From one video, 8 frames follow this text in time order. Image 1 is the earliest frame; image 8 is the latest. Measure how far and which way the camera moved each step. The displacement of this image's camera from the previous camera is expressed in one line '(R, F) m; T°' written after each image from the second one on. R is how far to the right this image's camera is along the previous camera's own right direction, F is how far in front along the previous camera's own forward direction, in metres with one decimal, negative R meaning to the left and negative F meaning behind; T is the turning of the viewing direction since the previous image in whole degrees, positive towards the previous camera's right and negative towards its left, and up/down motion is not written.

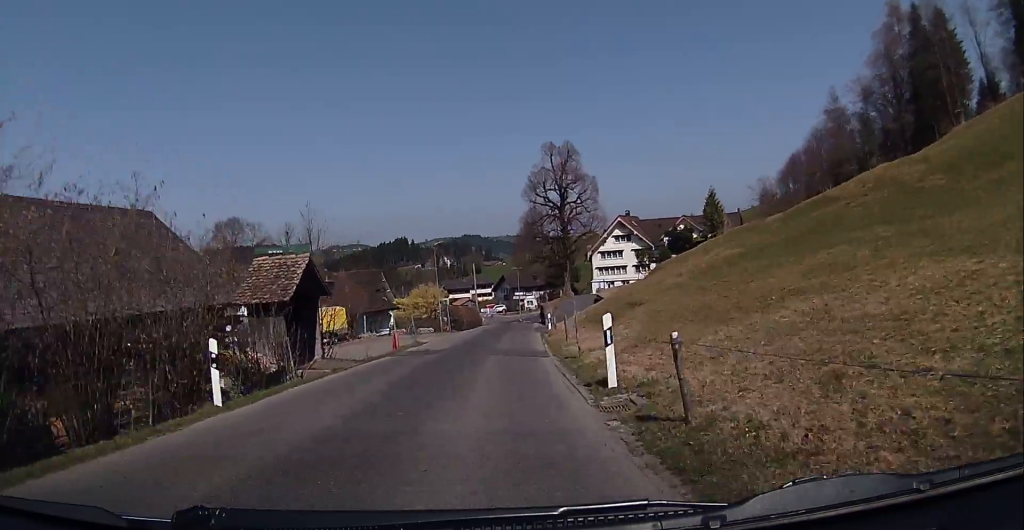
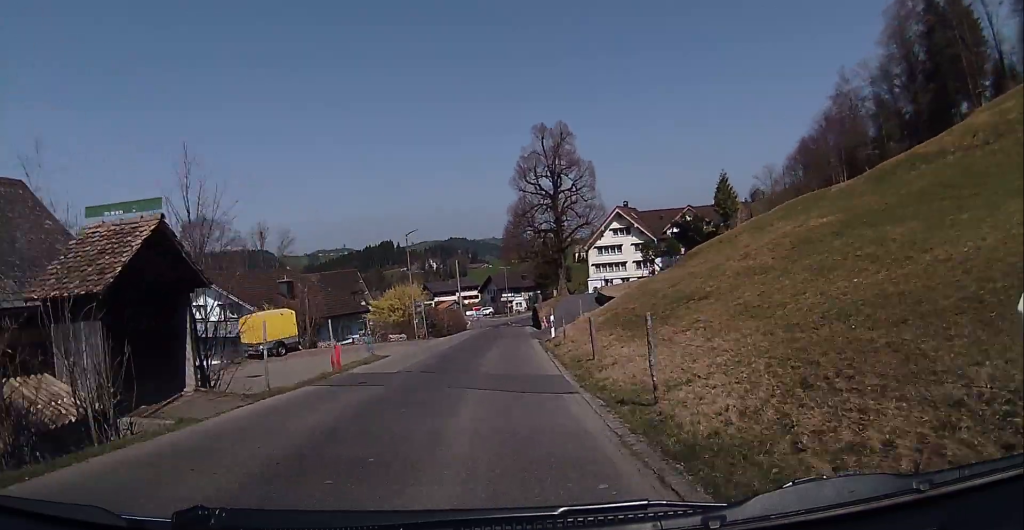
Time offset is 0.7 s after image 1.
(+0.1, +9.4) m; 0°
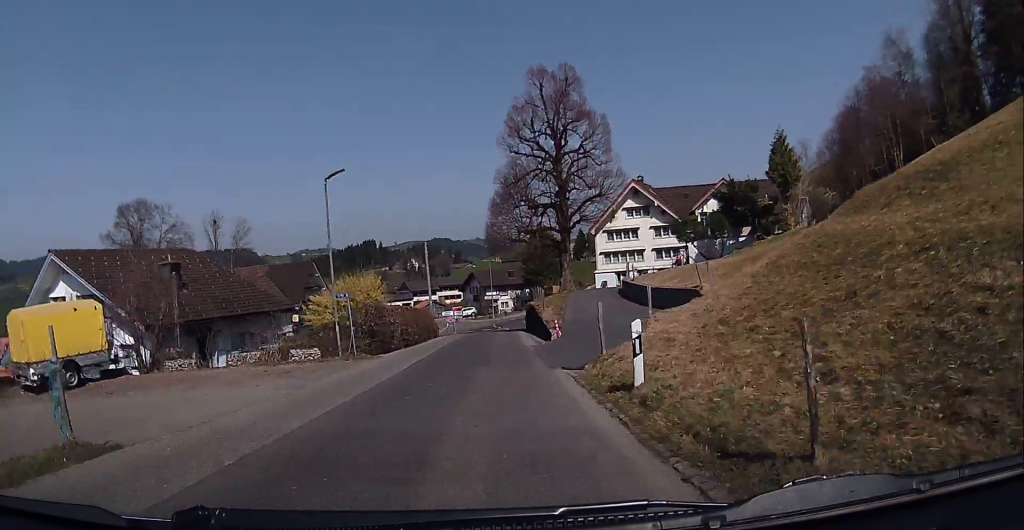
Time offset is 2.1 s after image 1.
(+0.2, +19.0) m; +3°
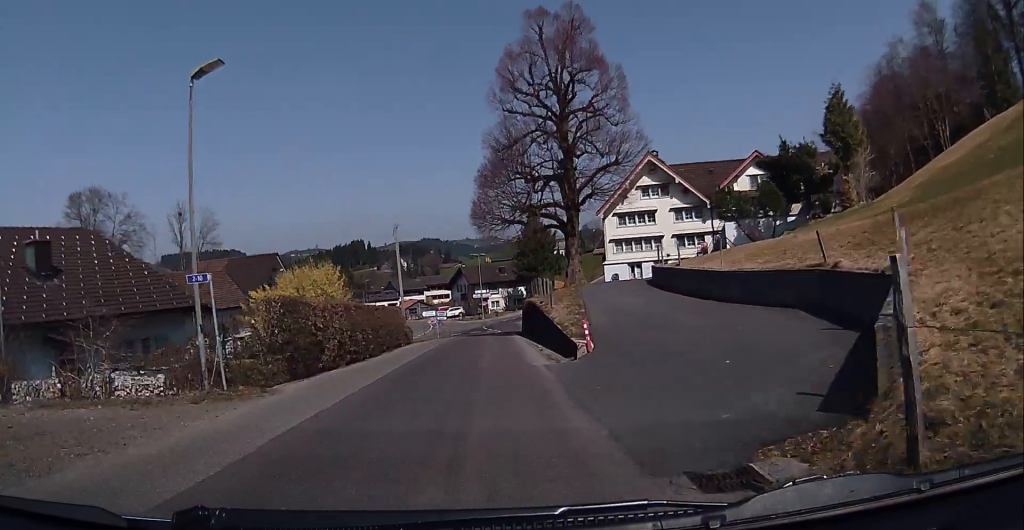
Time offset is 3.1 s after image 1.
(+0.3, +12.0) m; +1°
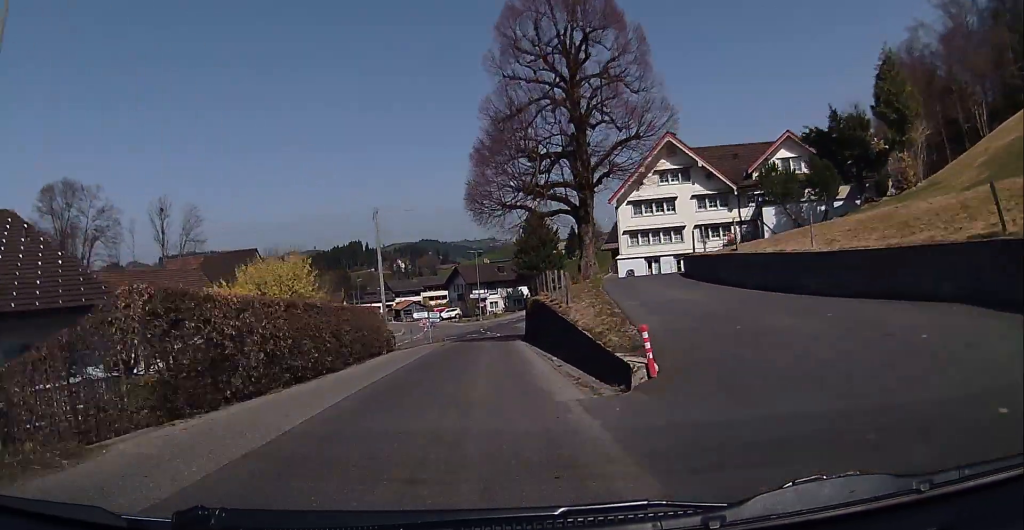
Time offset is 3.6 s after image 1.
(+0.2, +7.1) m; 0°
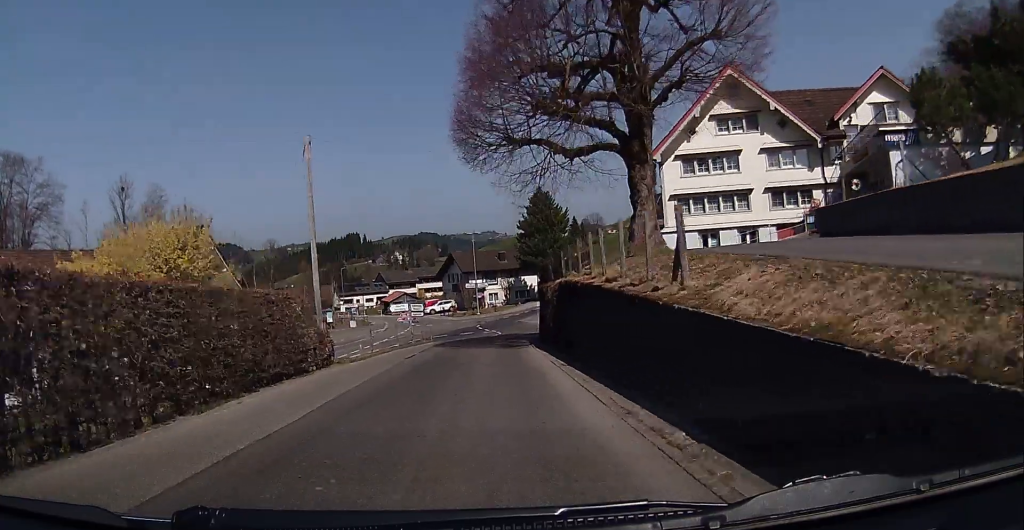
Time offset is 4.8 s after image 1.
(-0.4, +14.0) m; 0°
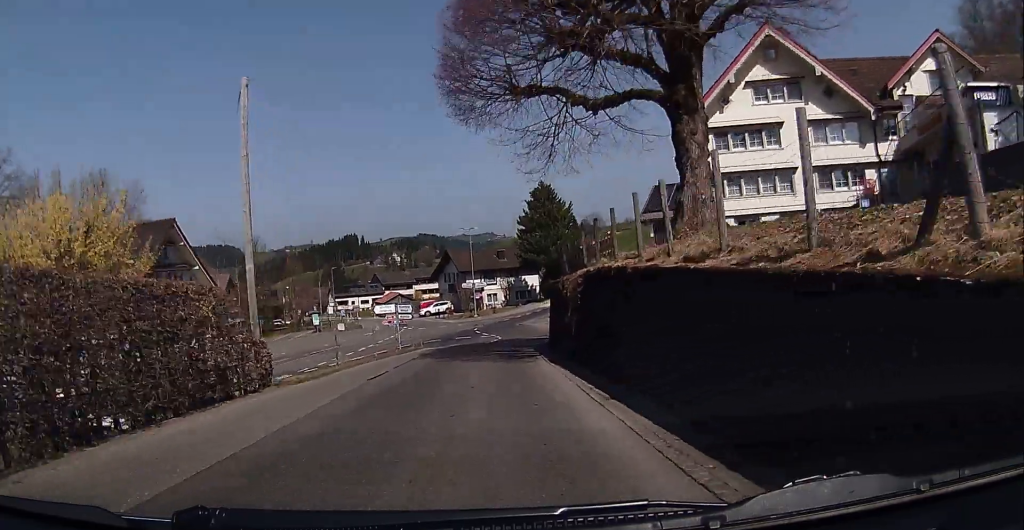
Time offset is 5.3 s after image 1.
(+0.2, +6.2) m; +1°
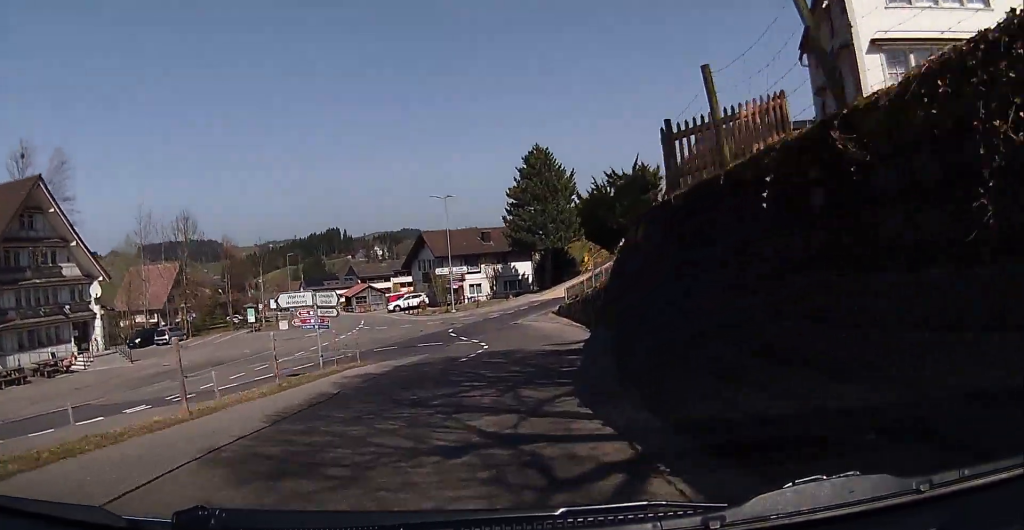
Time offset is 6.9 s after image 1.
(+0.2, +17.3) m; 0°
